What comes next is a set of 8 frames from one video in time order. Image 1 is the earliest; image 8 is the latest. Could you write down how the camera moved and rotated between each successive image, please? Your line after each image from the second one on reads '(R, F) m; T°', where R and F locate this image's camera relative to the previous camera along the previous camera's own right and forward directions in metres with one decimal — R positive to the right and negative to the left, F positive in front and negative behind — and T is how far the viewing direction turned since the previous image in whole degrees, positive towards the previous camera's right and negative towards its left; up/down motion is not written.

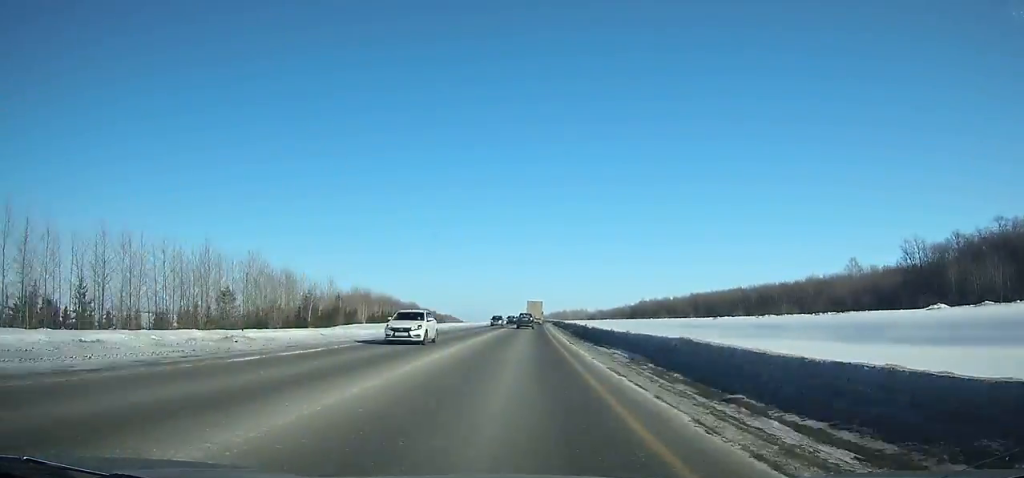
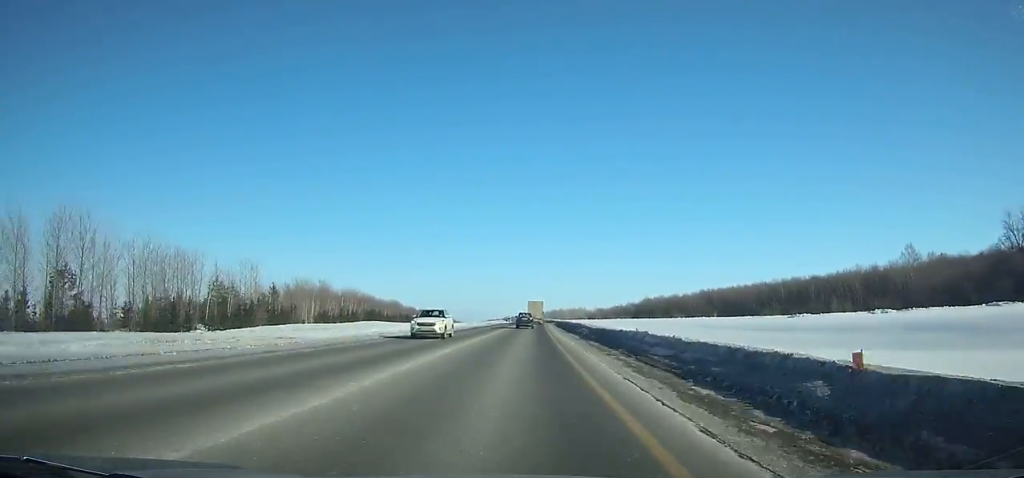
(+0.6, +36.2) m; +1°
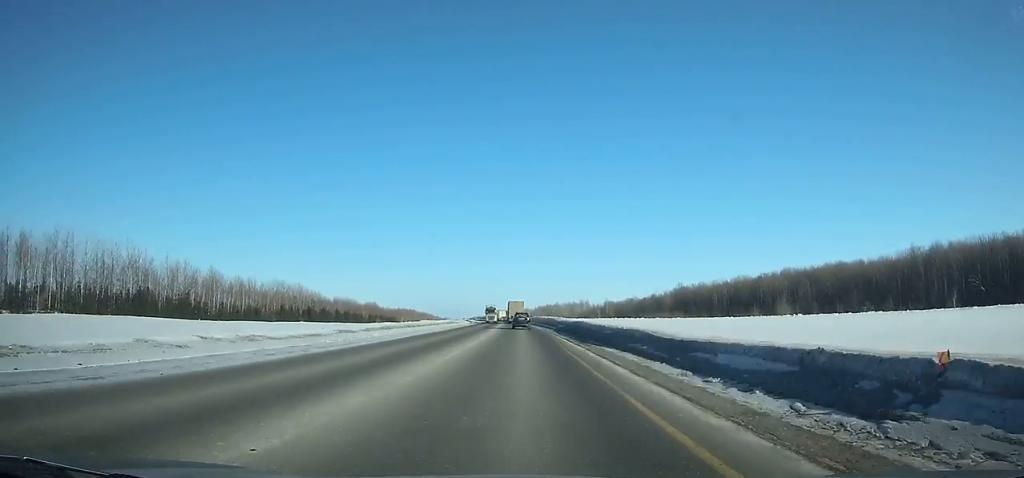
(+1.8, +124.0) m; +1°
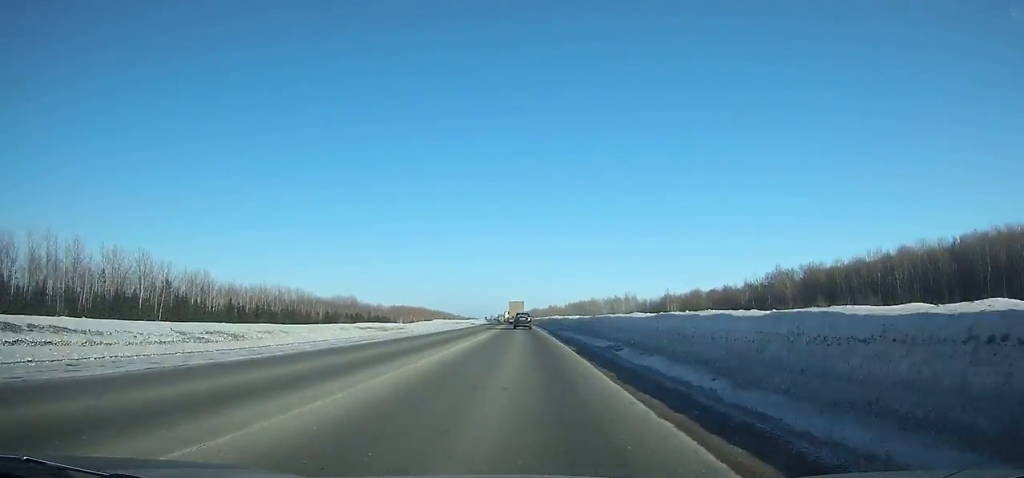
(-1.1, +107.6) m; -2°
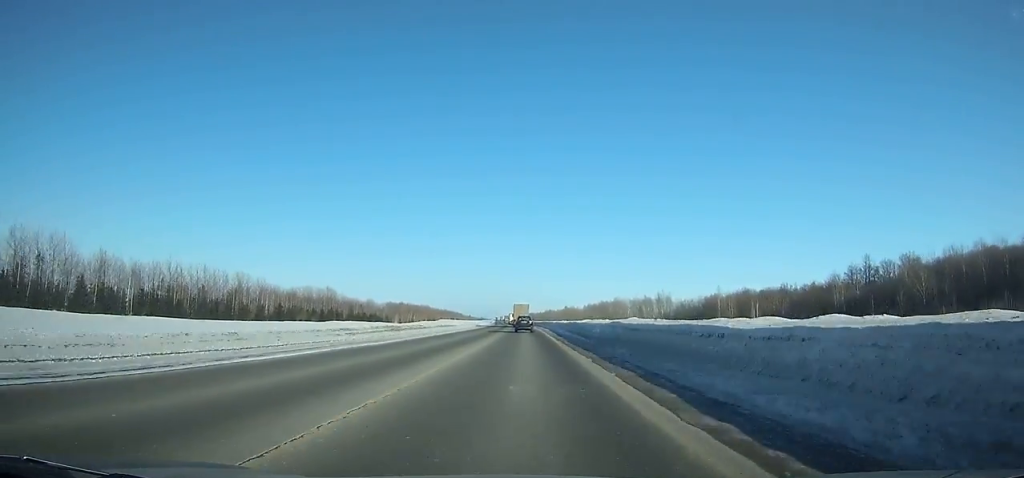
(-0.7, +56.8) m; -1°
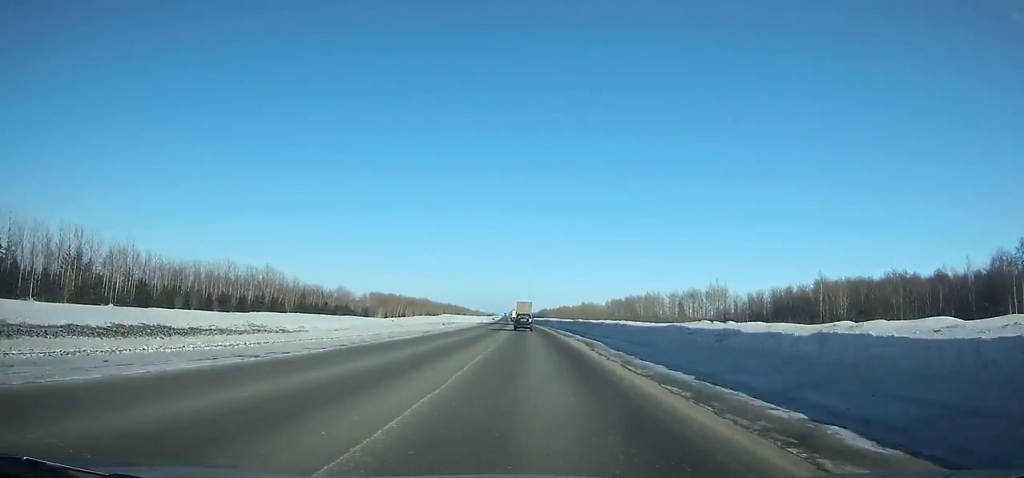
(-0.9, +69.6) m; -1°
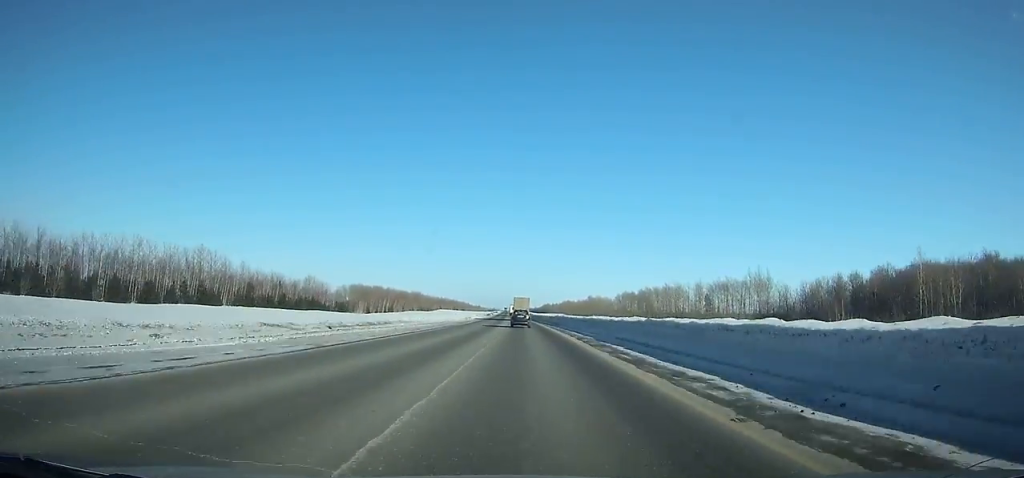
(-0.2, +38.7) m; -1°
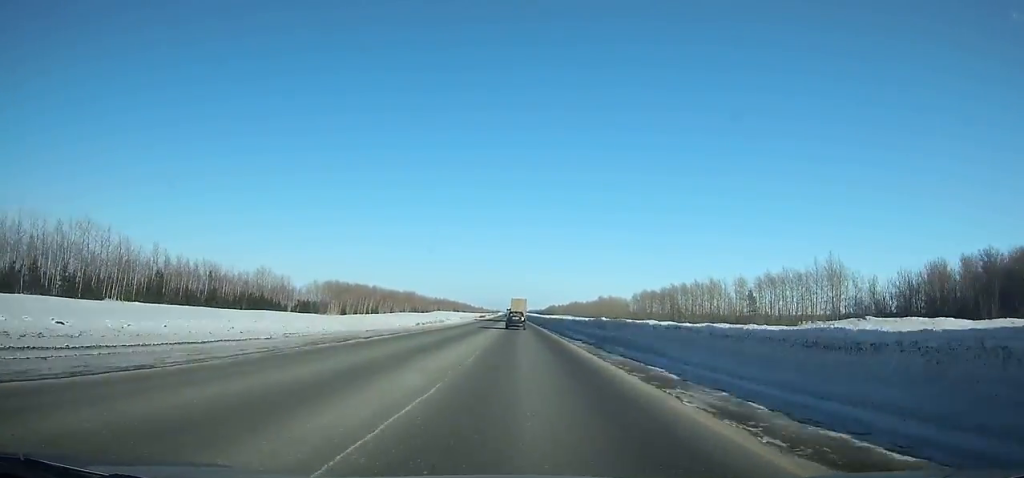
(-0.1, +43.0) m; -1°
